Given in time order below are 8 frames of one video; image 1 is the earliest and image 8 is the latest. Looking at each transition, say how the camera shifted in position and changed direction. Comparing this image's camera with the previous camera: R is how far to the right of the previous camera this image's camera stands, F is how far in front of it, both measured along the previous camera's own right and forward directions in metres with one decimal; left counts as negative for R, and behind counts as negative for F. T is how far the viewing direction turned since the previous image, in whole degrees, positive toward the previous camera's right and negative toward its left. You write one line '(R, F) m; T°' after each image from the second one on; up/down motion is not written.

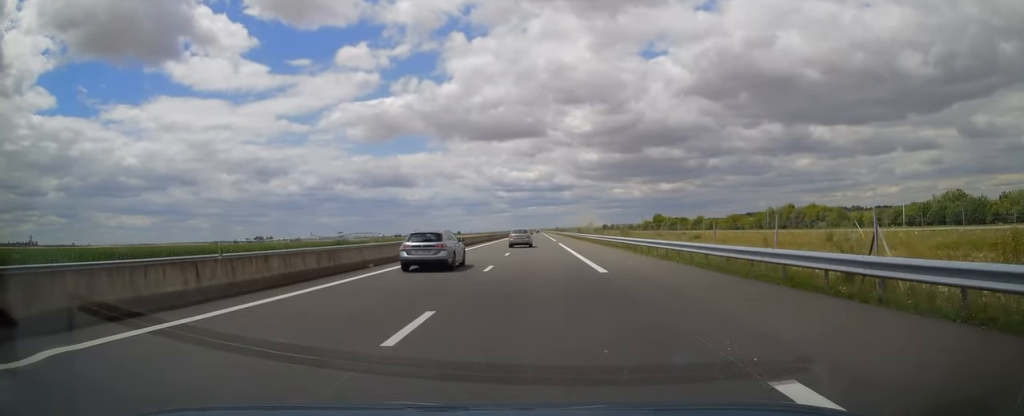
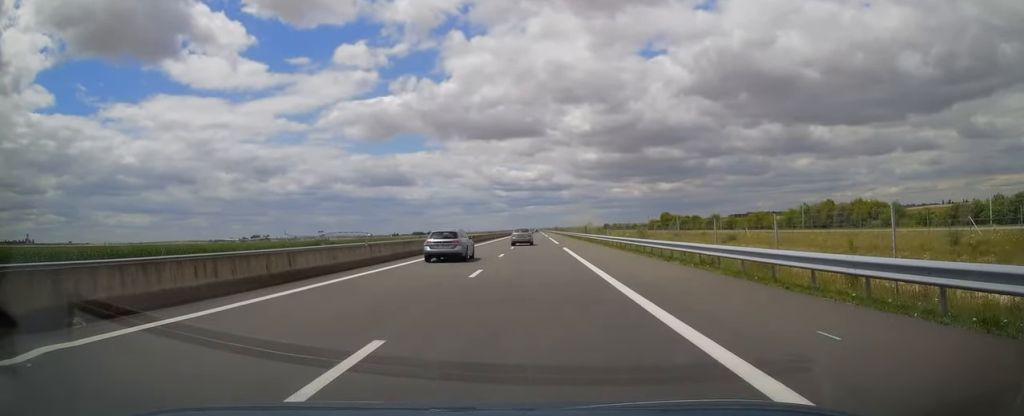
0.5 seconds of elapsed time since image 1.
(0.0, +15.7) m; 0°
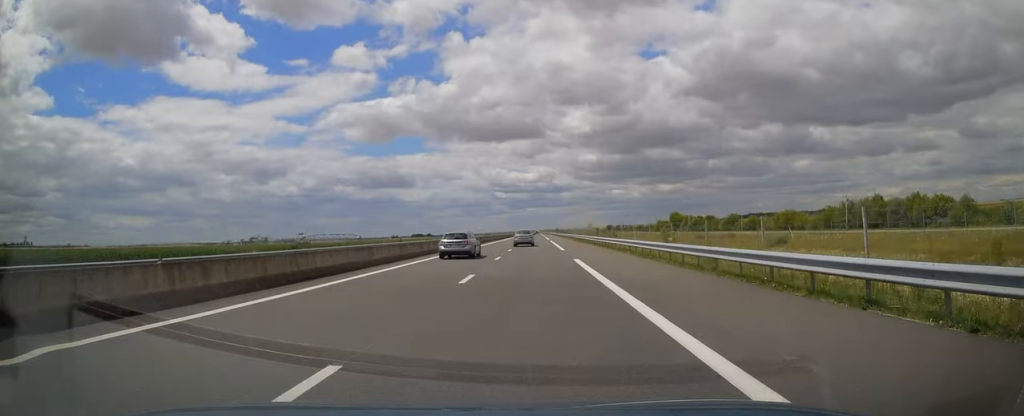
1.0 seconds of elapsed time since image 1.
(0.0, +14.2) m; 0°
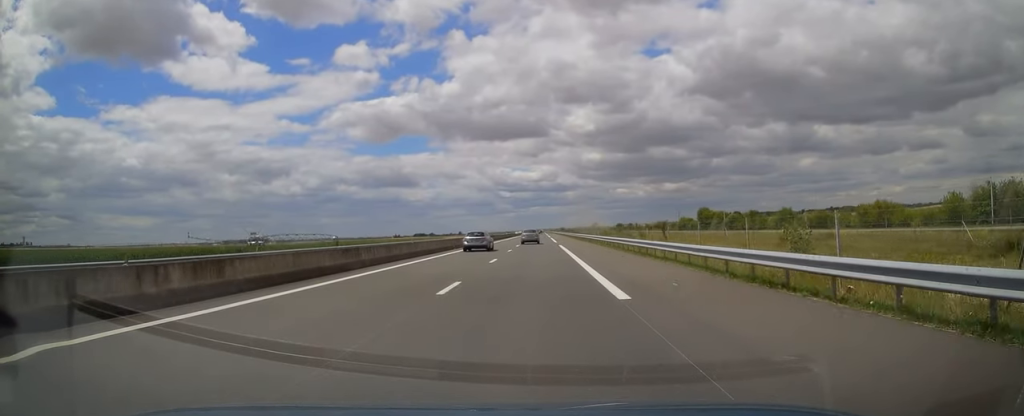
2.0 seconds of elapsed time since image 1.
(0.0, +28.9) m; 0°
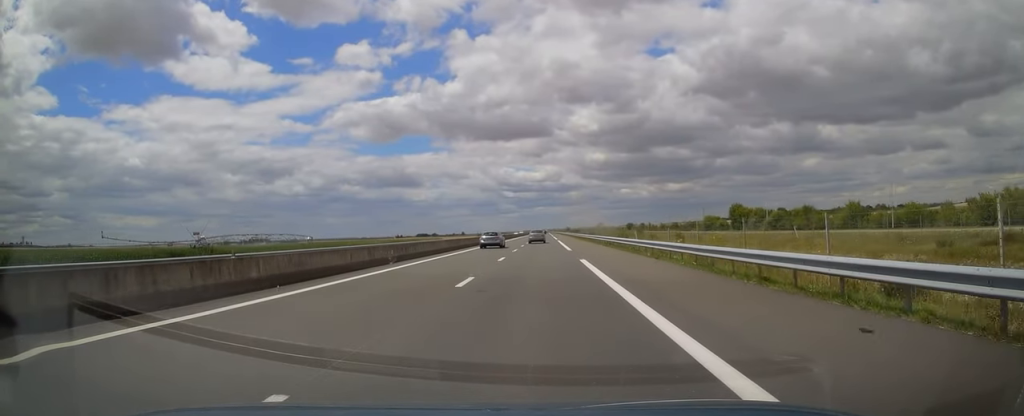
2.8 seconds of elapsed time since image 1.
(0.0, +23.9) m; 0°
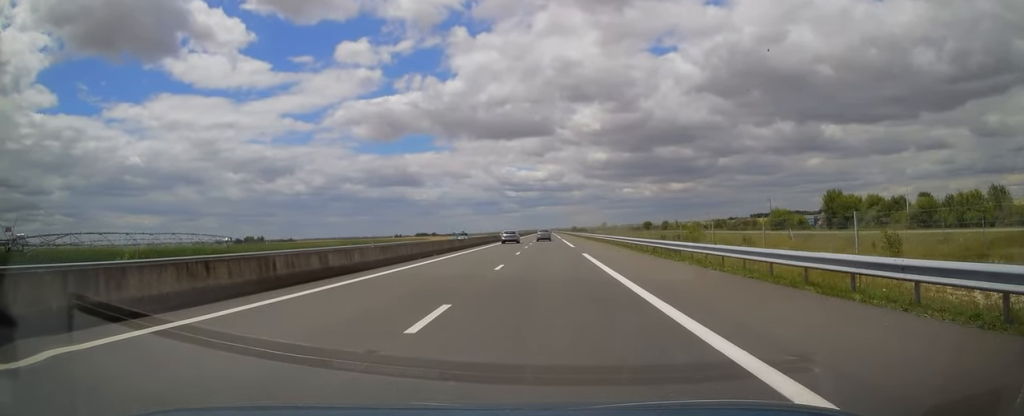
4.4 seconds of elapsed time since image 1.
(0.0, +45.3) m; 0°
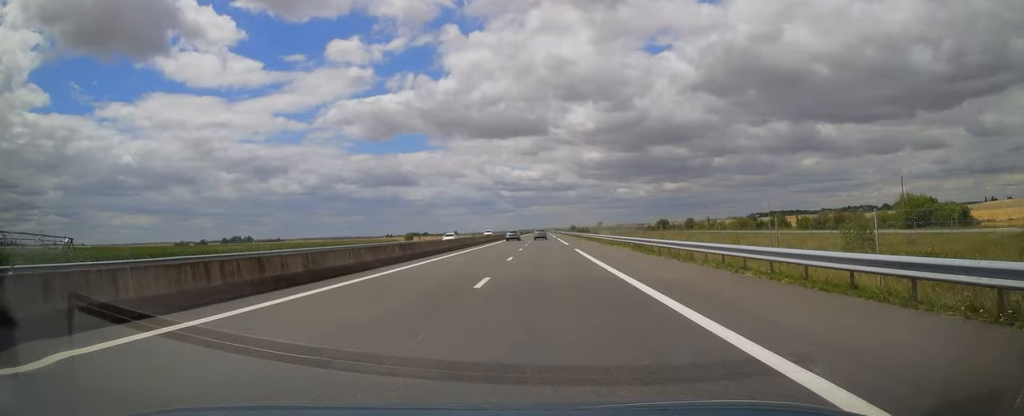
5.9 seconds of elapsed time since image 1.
(0.0, +45.3) m; 0°
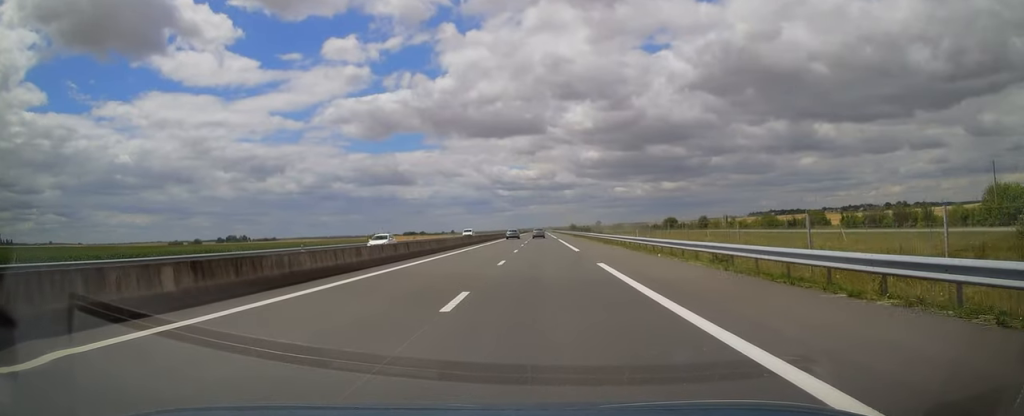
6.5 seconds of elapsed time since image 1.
(0.0, +17.1) m; 0°
